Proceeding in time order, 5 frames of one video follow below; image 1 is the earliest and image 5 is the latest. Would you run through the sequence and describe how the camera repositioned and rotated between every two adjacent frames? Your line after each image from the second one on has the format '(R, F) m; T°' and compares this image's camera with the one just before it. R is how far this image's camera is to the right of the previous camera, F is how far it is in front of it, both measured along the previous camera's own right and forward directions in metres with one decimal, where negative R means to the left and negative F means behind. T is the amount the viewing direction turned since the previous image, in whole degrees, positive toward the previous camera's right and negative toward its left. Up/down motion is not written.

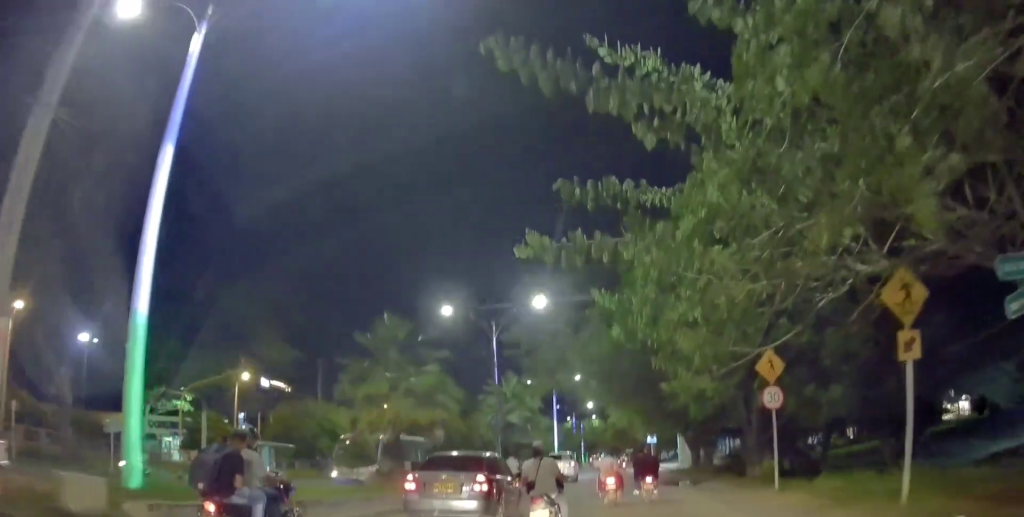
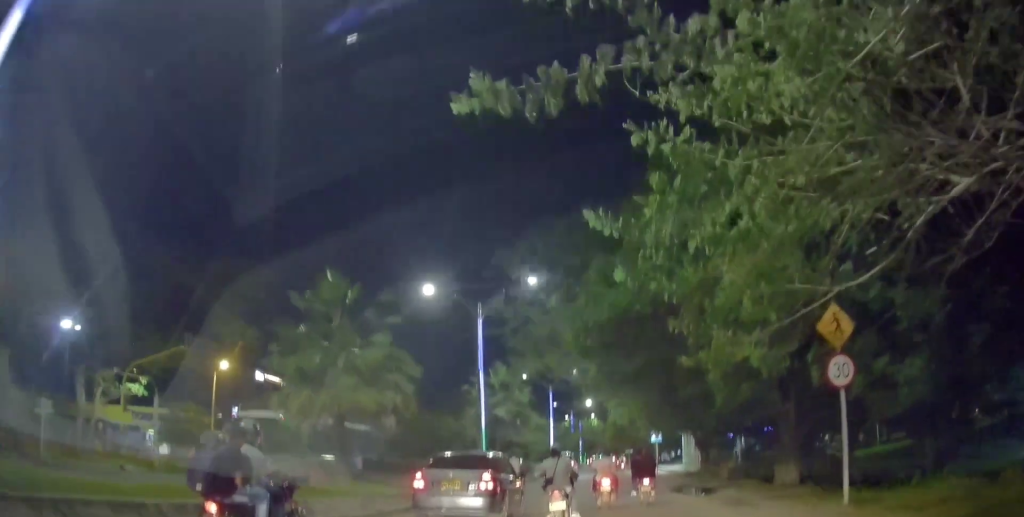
(0.0, +4.4) m; +1°
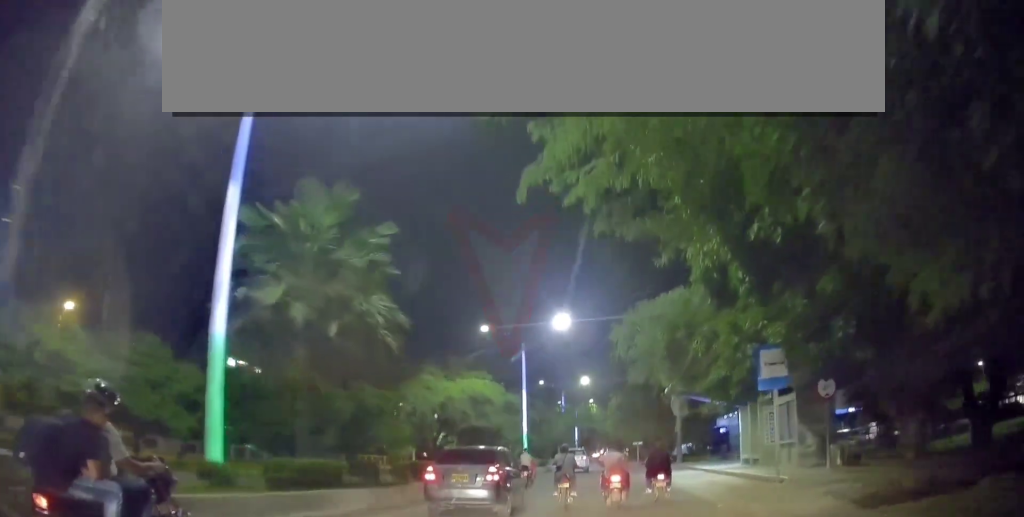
(+0.6, +23.5) m; 0°
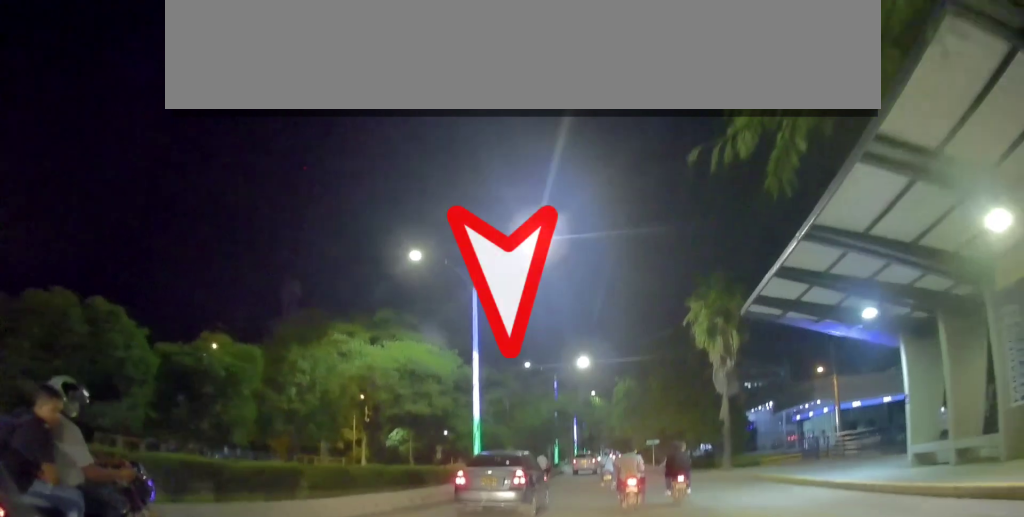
(-1.0, +18.4) m; -4°
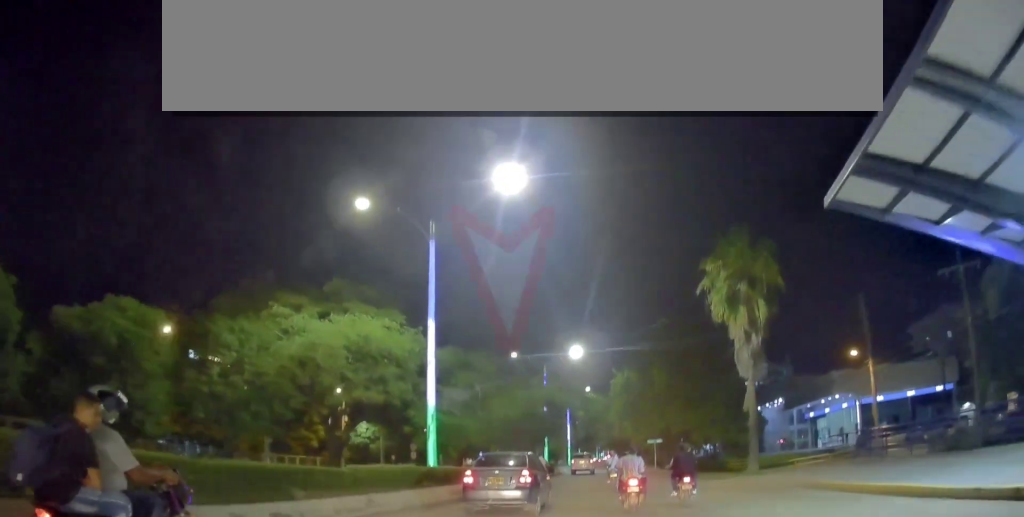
(+0.2, +6.6) m; +3°
